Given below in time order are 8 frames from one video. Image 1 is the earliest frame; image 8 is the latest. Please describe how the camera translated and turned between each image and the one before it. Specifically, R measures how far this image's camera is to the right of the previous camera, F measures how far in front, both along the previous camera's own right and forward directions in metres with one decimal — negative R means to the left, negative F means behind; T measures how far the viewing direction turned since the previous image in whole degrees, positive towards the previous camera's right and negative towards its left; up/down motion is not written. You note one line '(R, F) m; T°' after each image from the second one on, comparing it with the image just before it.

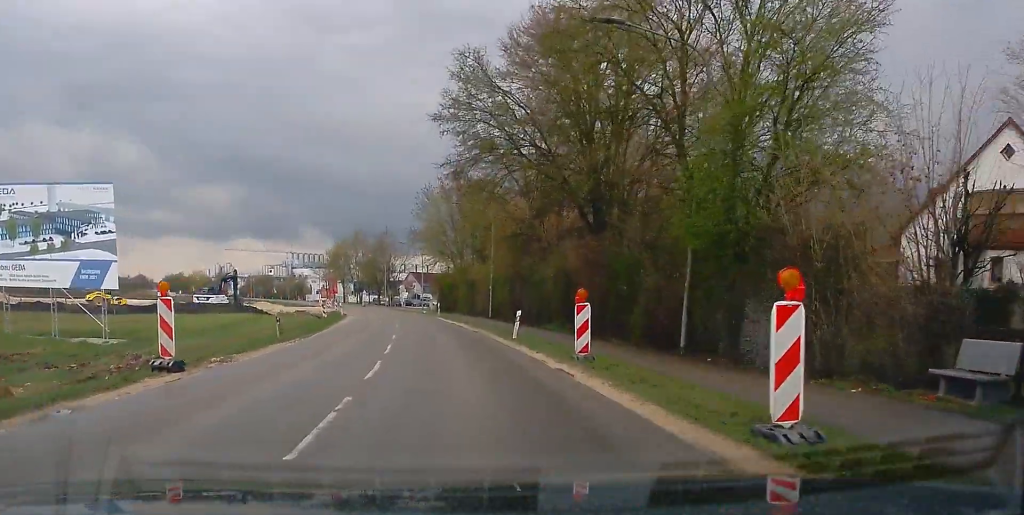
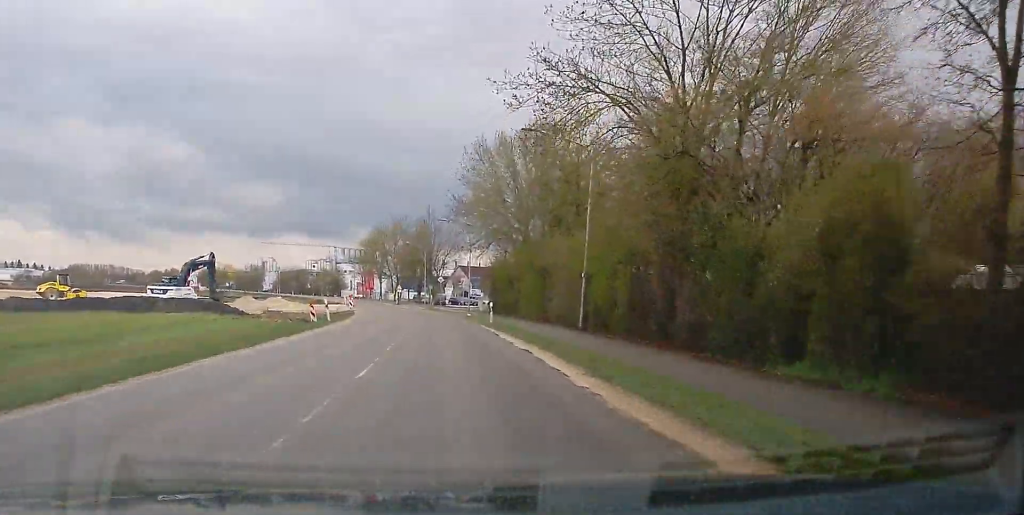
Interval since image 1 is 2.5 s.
(-0.4, +27.3) m; -3°
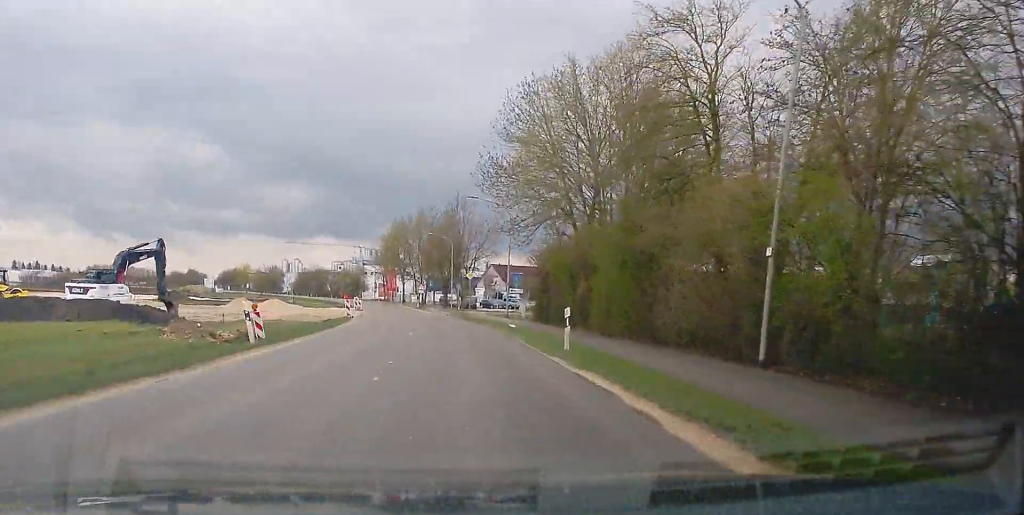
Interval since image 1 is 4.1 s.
(-0.3, +18.8) m; -3°
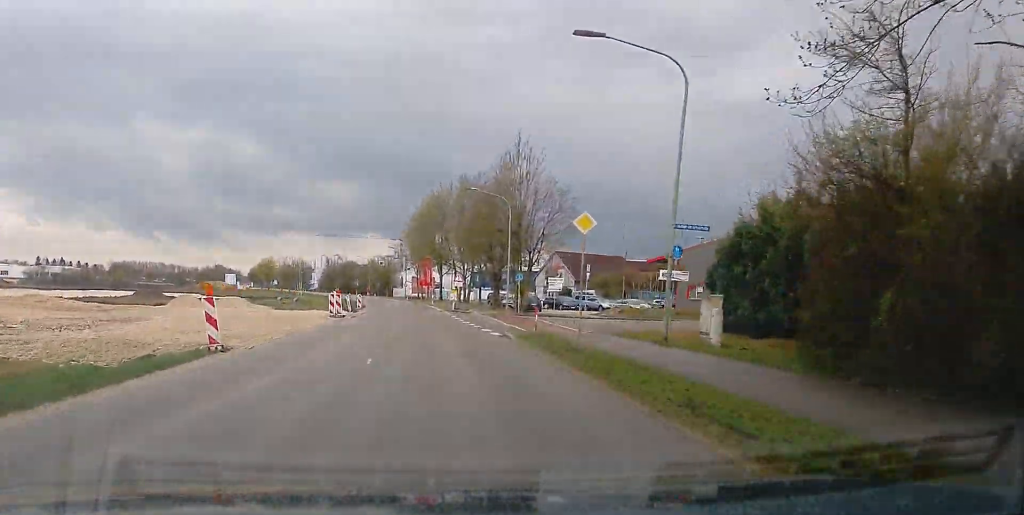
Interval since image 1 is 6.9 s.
(-1.5, +35.4) m; -5°
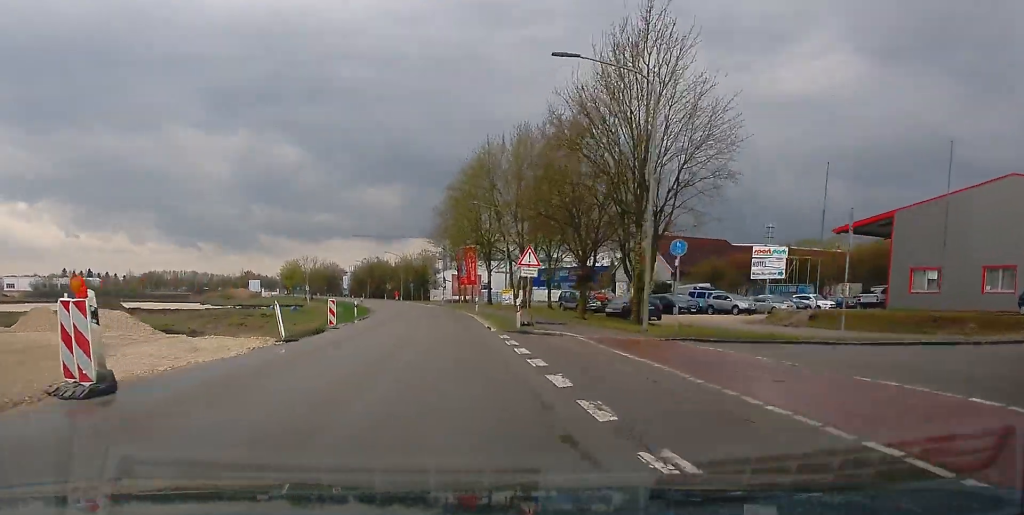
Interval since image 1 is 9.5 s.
(-1.1, +33.9) m; -2°
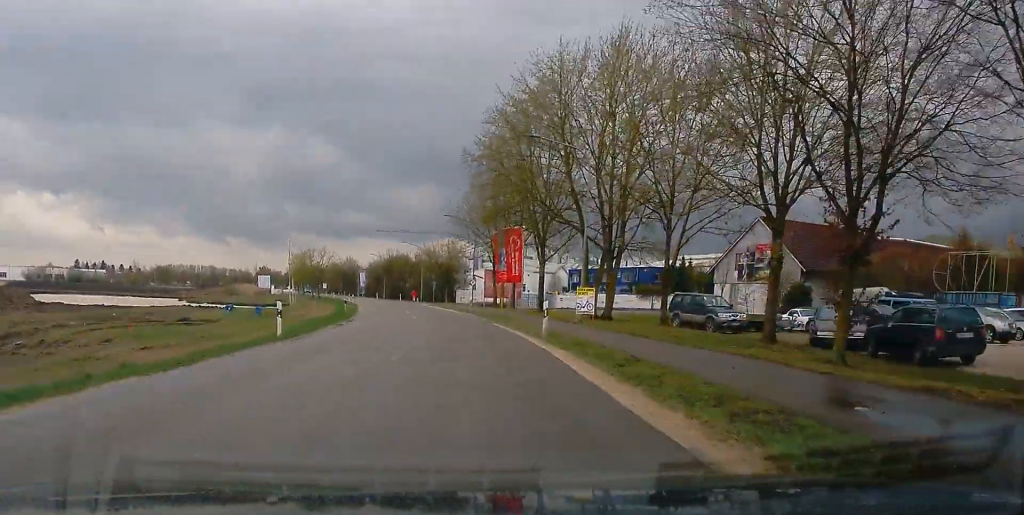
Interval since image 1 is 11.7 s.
(-0.3, +28.6) m; -2°
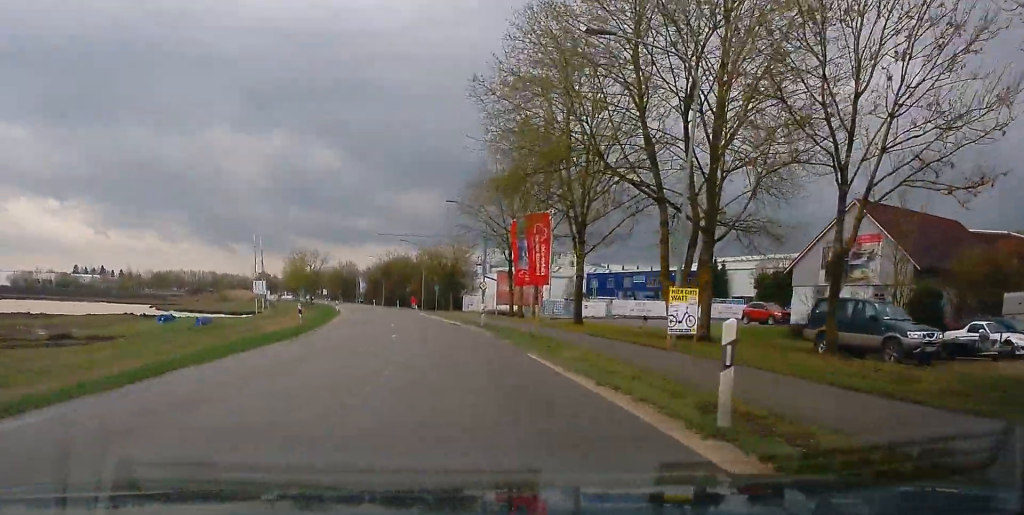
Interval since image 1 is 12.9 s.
(-0.1, +16.0) m; -2°
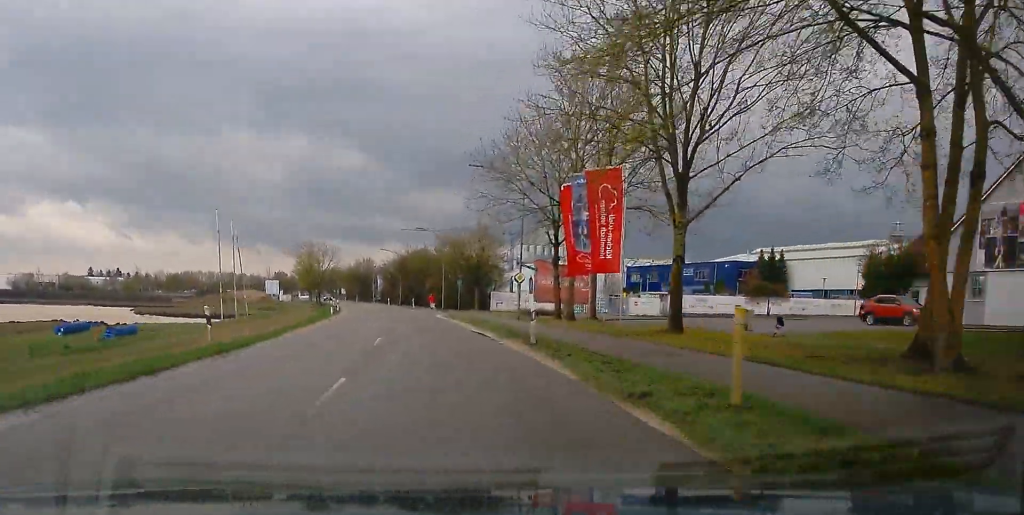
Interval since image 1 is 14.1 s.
(-0.3, +15.3) m; -2°
